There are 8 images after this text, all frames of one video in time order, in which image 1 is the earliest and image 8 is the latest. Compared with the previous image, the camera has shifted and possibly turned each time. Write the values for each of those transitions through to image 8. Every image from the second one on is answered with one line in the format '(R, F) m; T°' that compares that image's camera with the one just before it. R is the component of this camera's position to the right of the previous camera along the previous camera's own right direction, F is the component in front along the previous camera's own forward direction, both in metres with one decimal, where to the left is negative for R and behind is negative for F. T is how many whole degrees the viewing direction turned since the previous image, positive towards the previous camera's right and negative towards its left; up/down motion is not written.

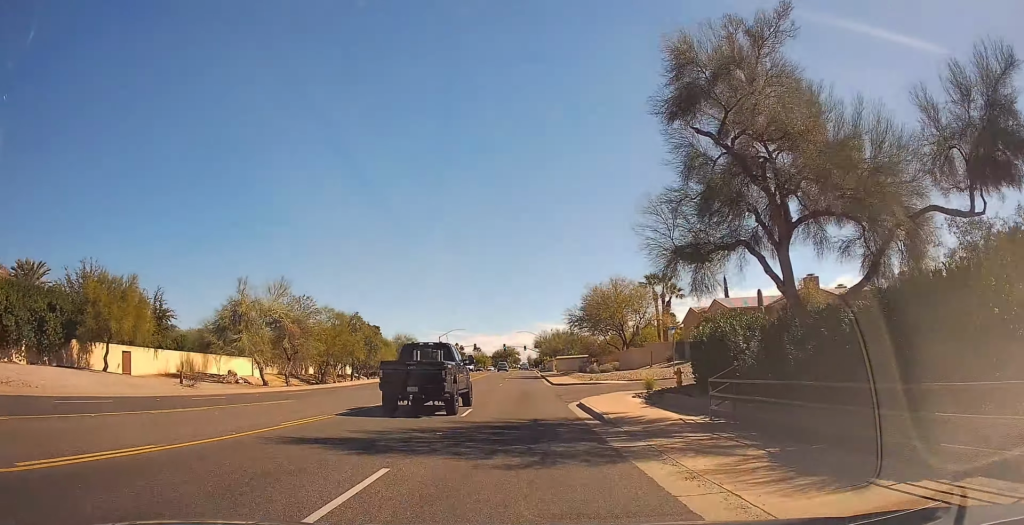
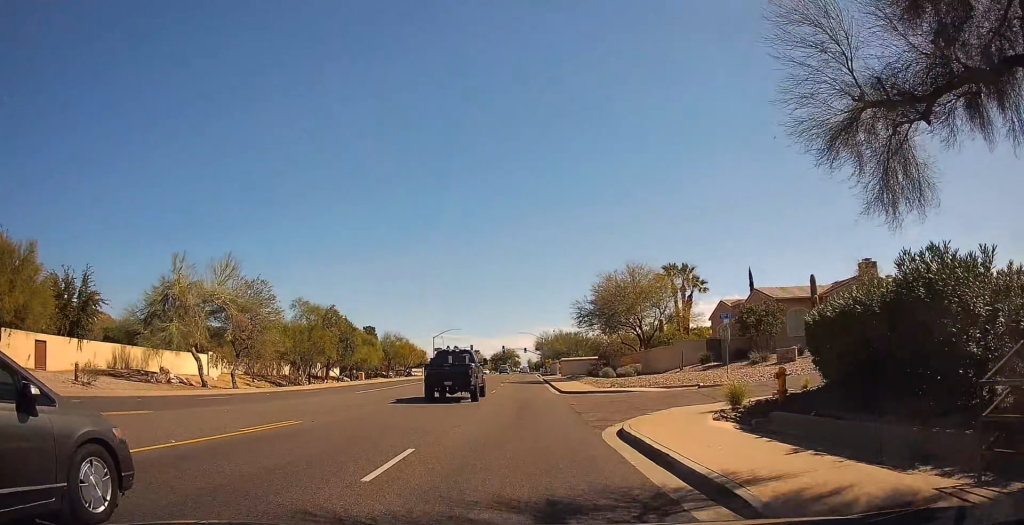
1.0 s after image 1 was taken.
(+0.2, +9.8) m; 0°
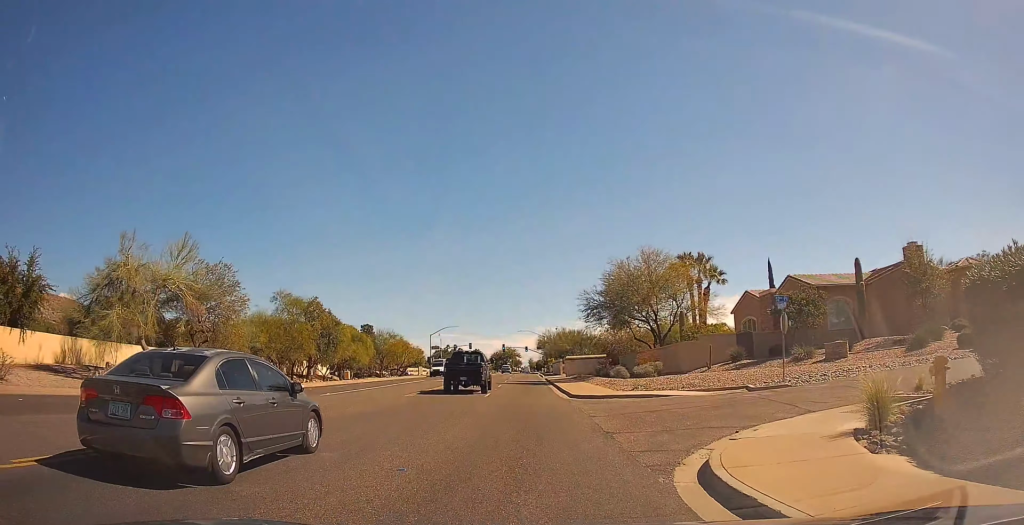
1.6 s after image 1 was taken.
(0.0, +6.4) m; +2°
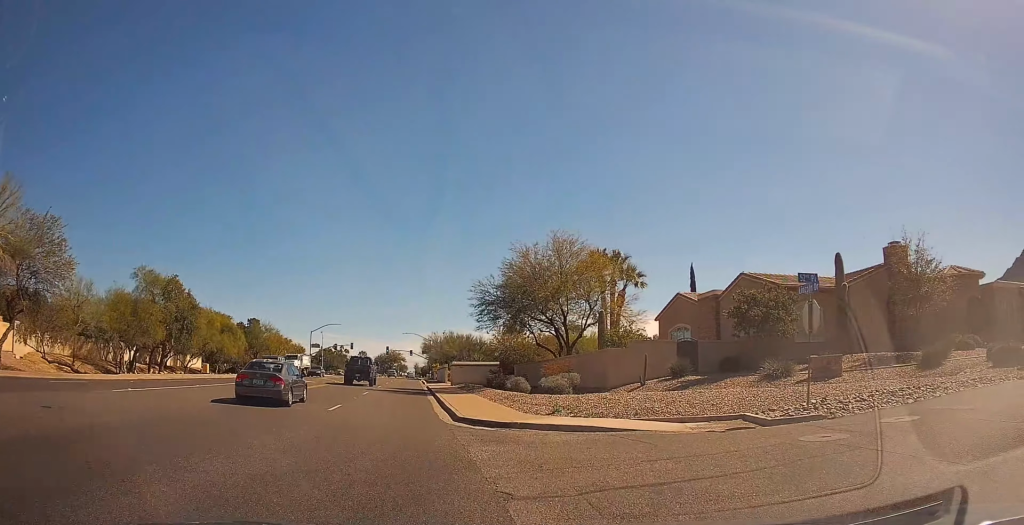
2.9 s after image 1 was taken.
(+0.4, +10.4) m; +15°
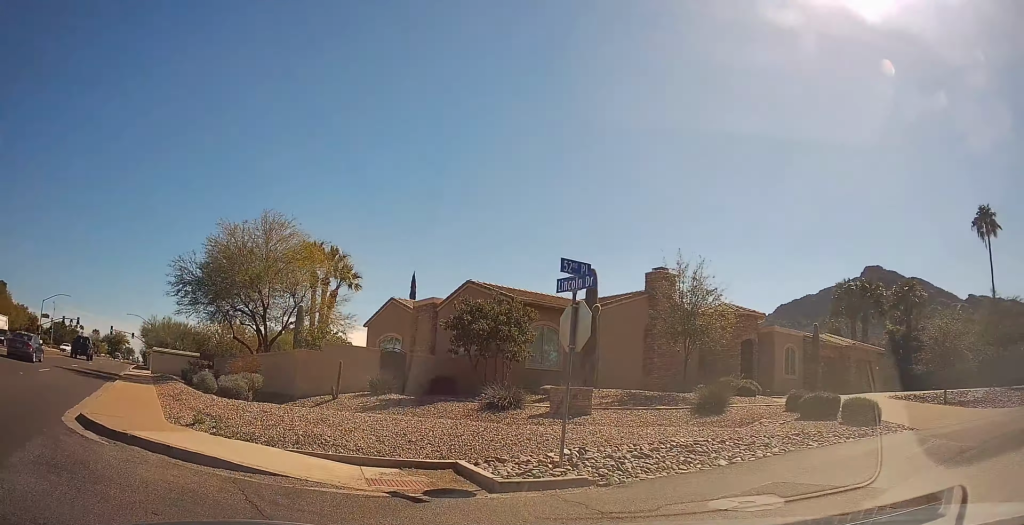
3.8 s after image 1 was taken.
(+1.1, +5.3) m; +35°
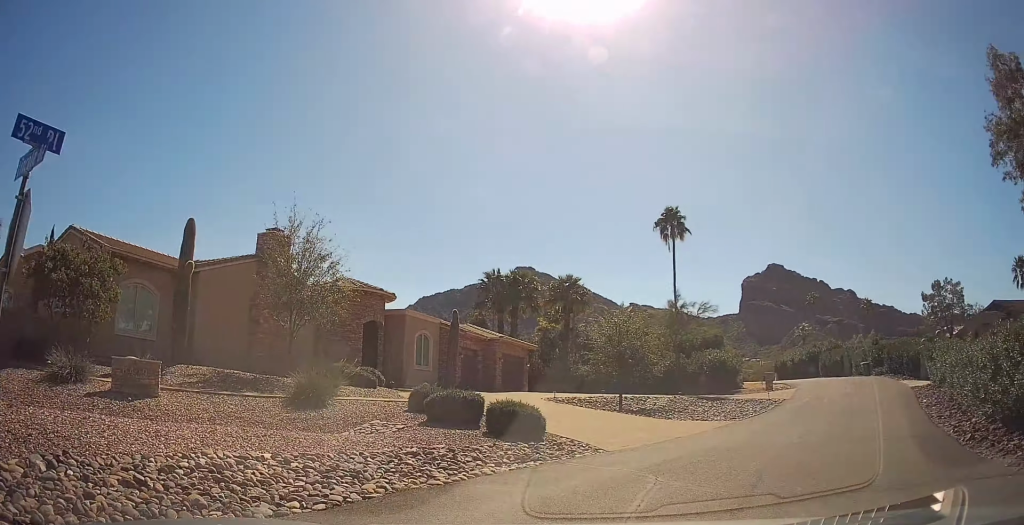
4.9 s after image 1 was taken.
(+1.7, +3.6) m; +39°
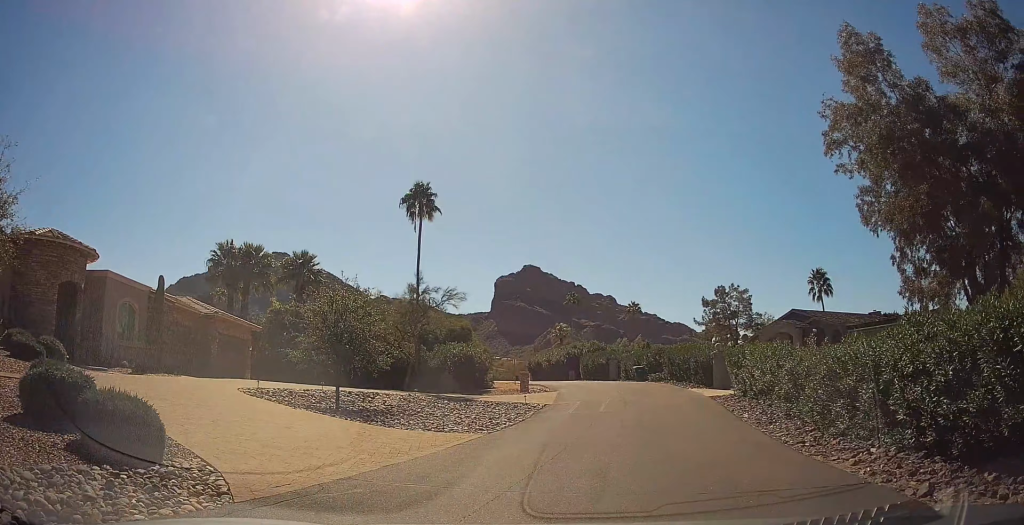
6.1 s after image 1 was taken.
(+1.2, +4.9) m; +21°
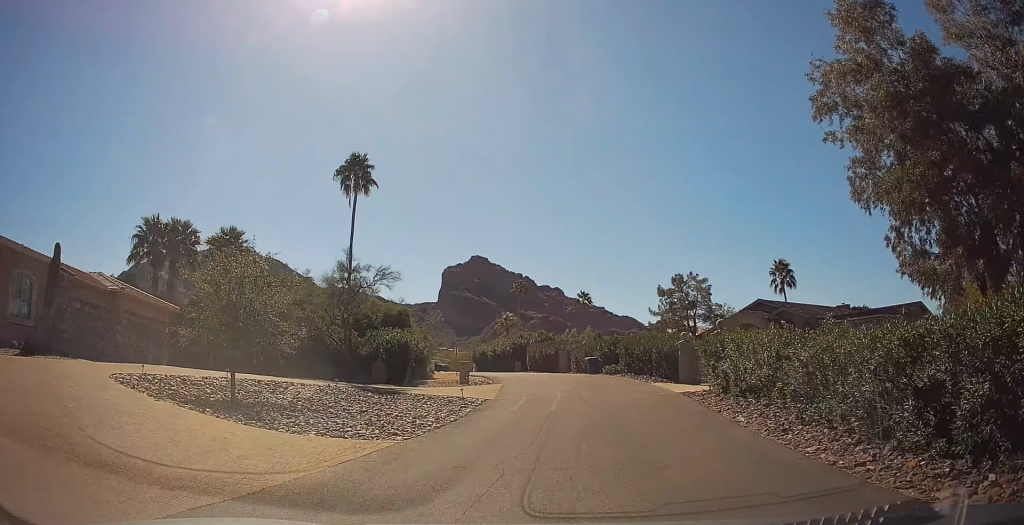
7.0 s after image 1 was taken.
(+0.3, +4.0) m; 0°
